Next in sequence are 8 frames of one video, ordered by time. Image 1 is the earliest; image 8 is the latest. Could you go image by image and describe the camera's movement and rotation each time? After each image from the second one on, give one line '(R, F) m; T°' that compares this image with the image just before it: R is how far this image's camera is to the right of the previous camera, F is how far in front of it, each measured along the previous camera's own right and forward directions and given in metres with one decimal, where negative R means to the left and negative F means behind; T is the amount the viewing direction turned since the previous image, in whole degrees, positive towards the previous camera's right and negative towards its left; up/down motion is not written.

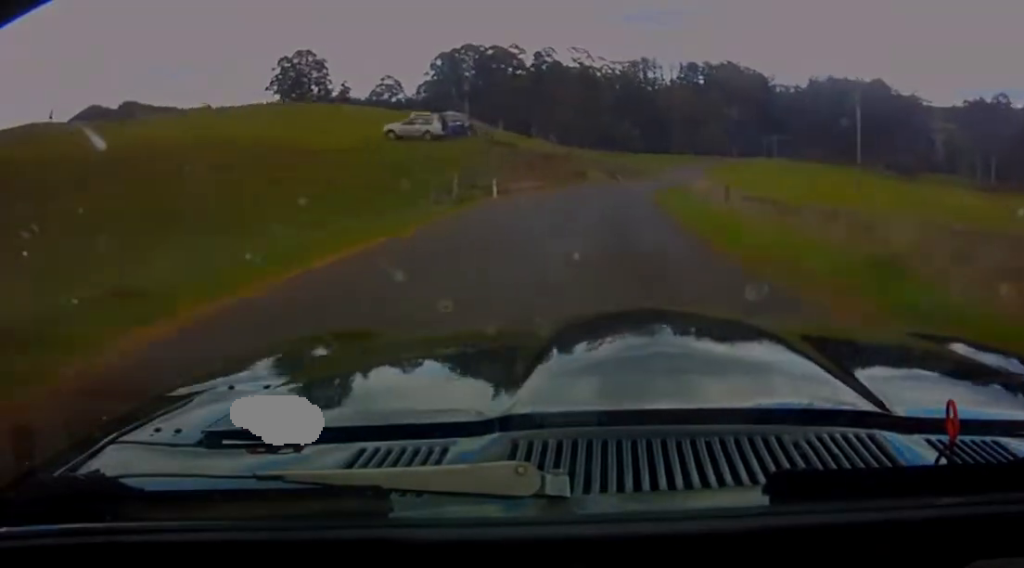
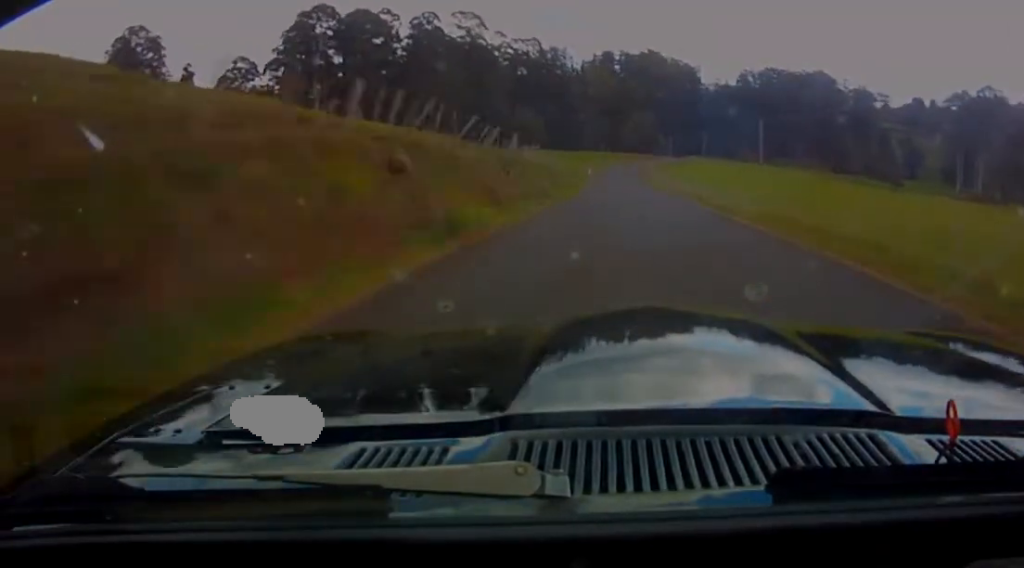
(+4.3, +80.0) m; +5°
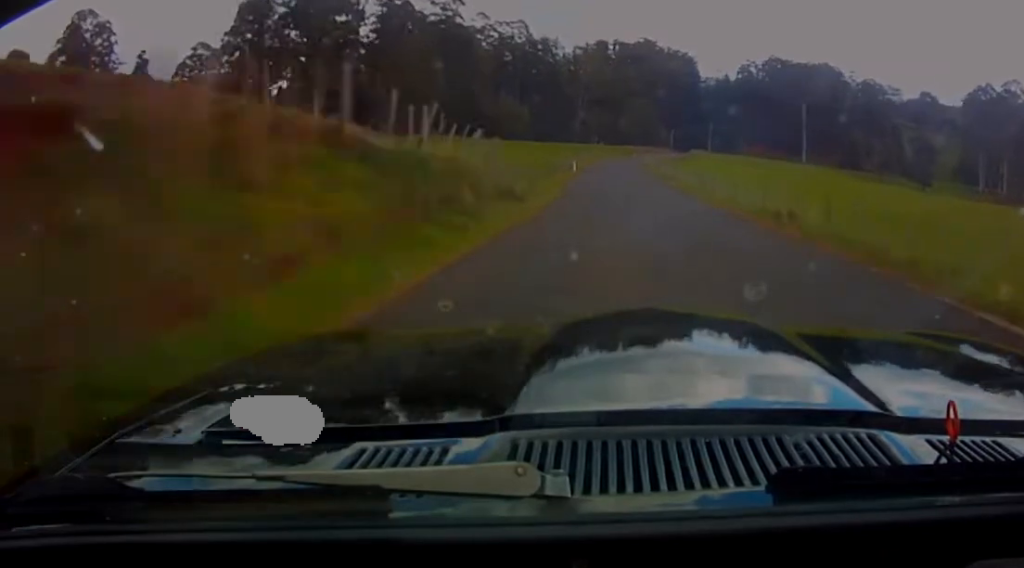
(-0.2, +30.9) m; +2°
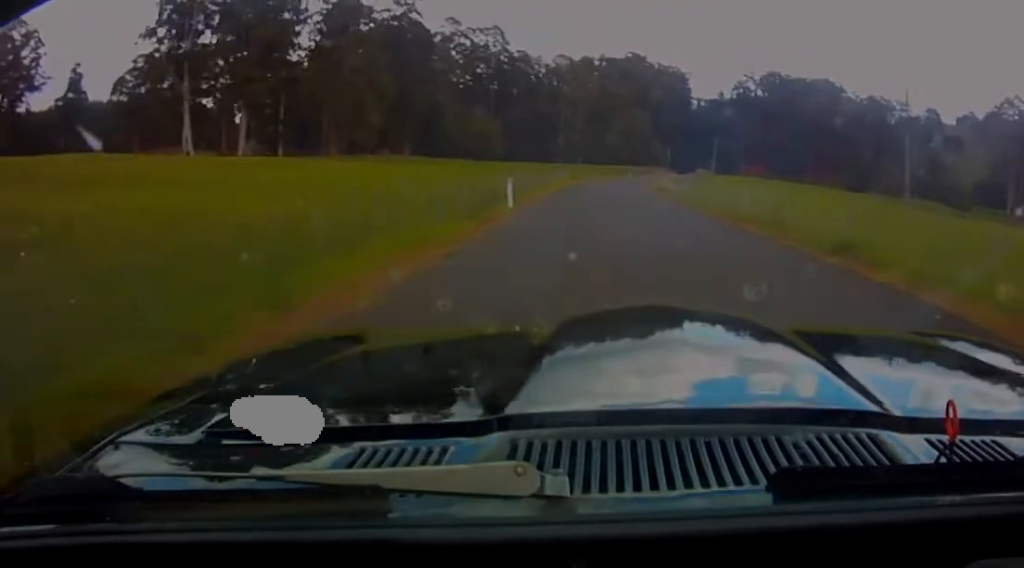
(+1.1, +36.9) m; +3°
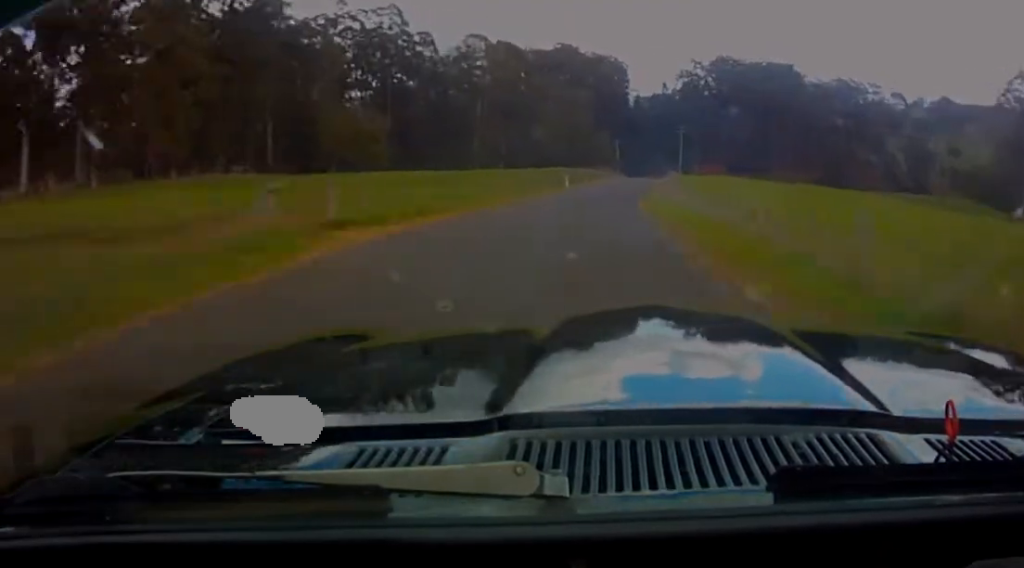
(+2.1, +57.3) m; +4°
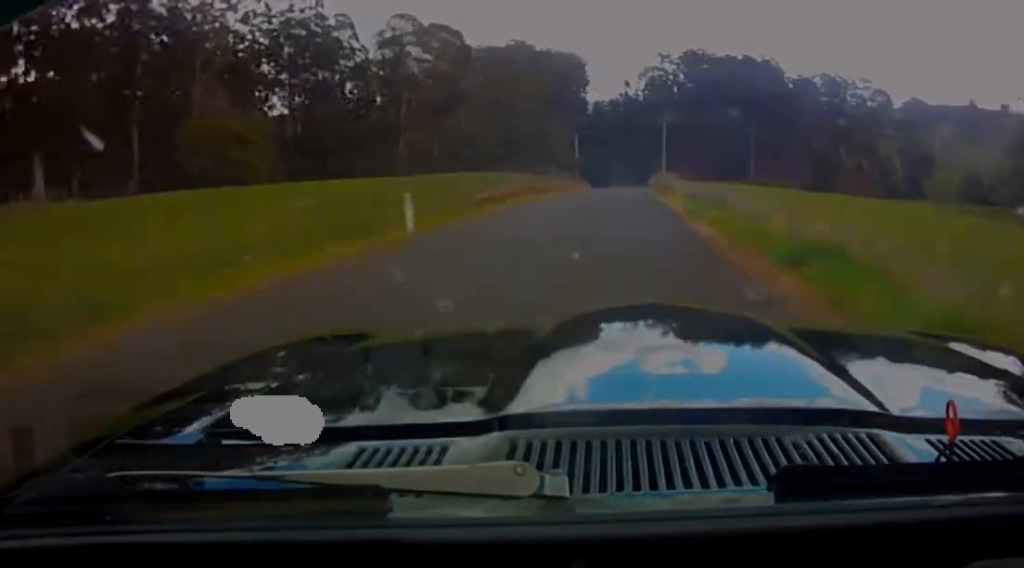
(+0.9, +40.2) m; +2°
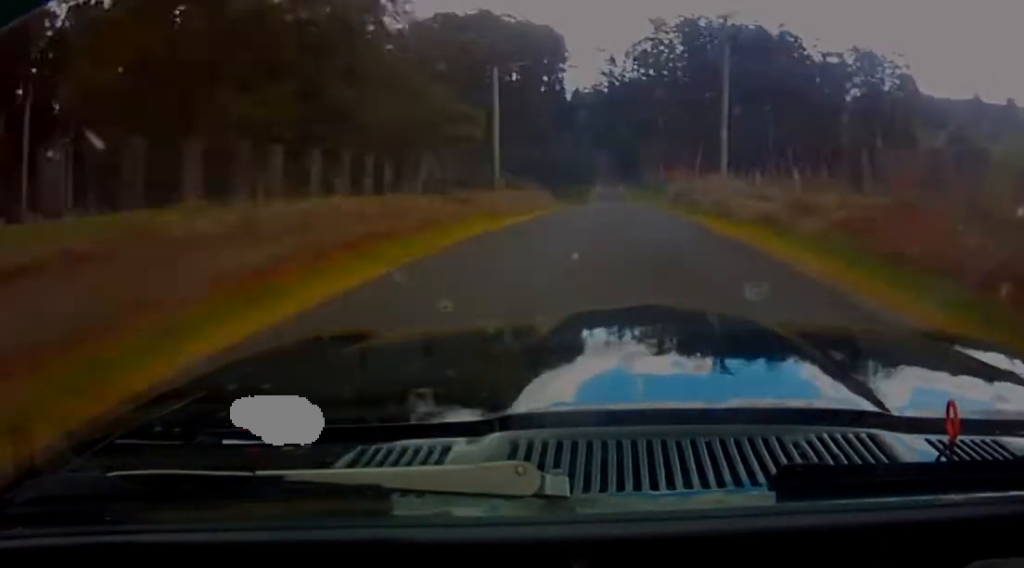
(+1.7, +66.7) m; +2°
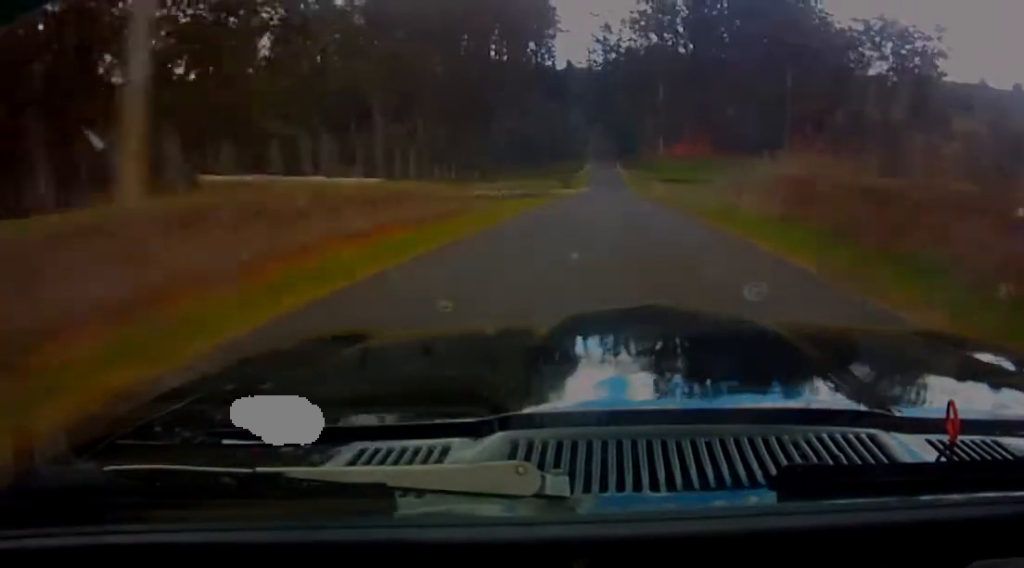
(+0.1, +31.8) m; 0°
